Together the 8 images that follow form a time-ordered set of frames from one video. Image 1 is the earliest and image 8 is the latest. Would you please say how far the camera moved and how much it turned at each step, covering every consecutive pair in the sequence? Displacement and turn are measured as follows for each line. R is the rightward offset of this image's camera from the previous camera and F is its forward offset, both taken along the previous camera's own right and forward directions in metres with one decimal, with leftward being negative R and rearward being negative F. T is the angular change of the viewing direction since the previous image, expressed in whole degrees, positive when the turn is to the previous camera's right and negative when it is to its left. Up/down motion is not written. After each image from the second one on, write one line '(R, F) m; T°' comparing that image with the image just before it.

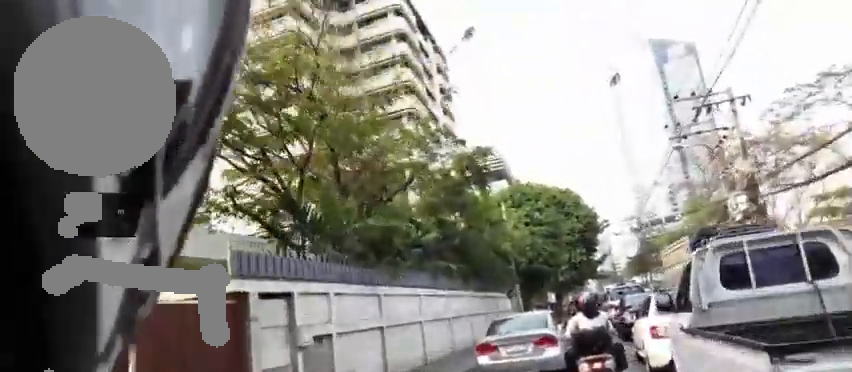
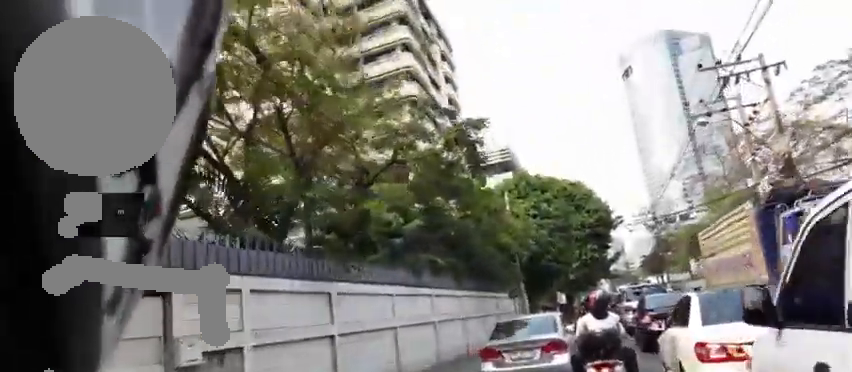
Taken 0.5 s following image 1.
(0.0, +4.0) m; 0°
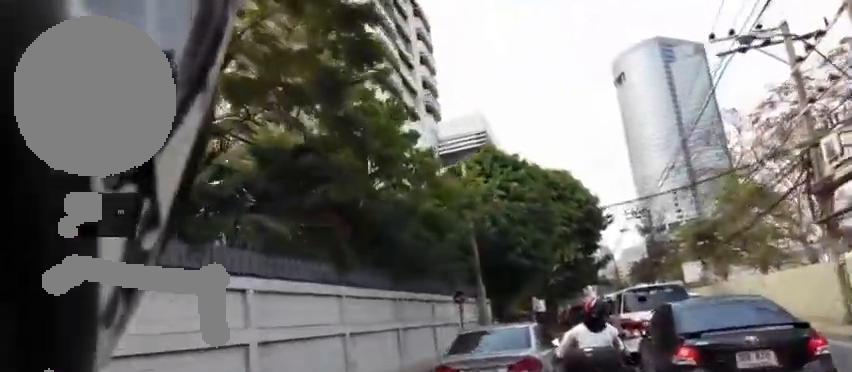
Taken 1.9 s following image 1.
(0.0, +10.7) m; 0°
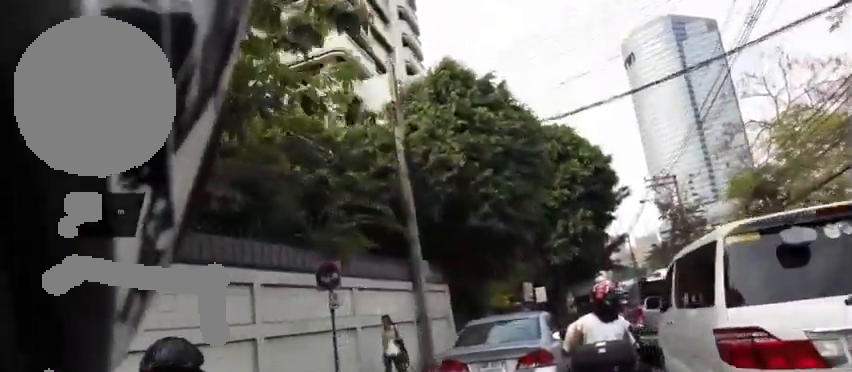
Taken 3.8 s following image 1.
(0.0, +11.5) m; 0°
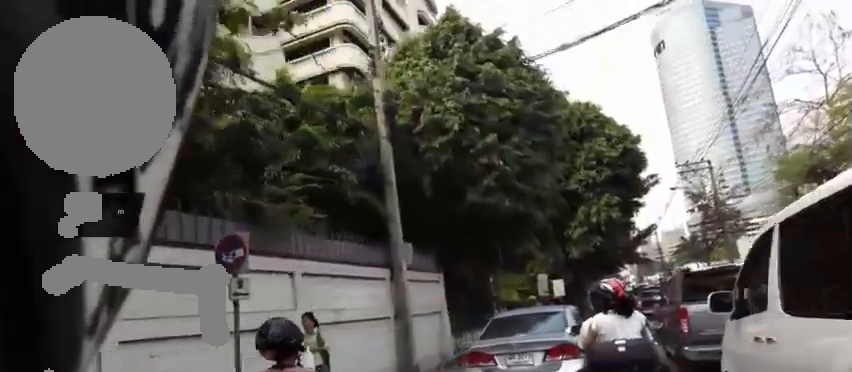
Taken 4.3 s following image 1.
(0.0, +2.9) m; 0°
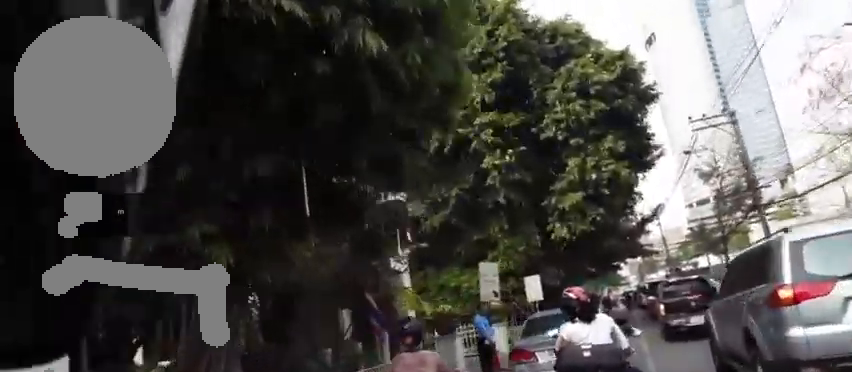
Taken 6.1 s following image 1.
(0.0, +9.8) m; 0°
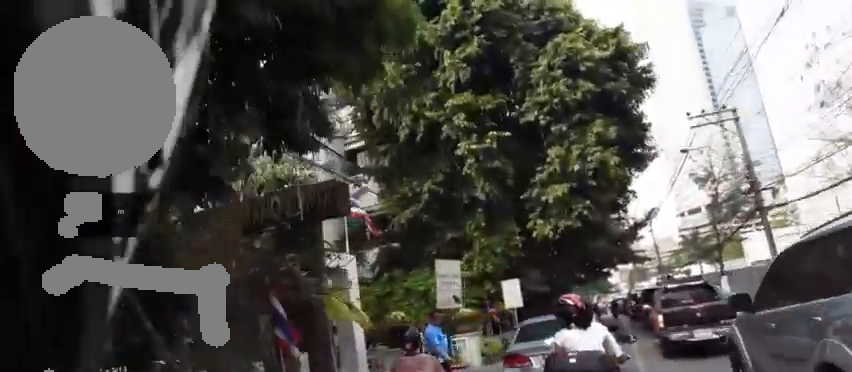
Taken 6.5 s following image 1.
(0.0, +2.2) m; +1°
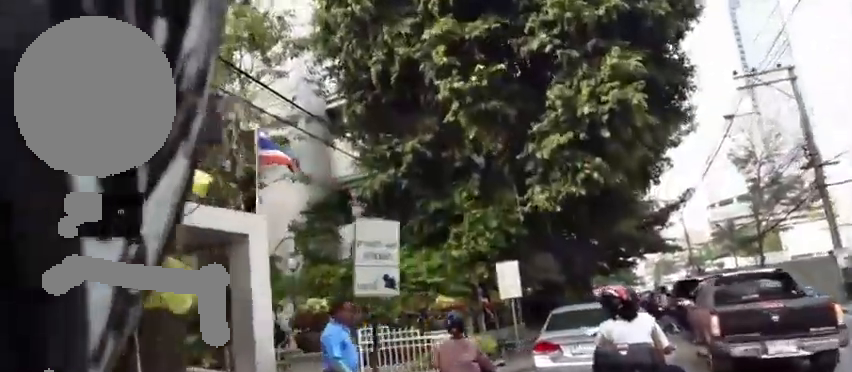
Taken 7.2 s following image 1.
(0.0, +3.4) m; +2°
